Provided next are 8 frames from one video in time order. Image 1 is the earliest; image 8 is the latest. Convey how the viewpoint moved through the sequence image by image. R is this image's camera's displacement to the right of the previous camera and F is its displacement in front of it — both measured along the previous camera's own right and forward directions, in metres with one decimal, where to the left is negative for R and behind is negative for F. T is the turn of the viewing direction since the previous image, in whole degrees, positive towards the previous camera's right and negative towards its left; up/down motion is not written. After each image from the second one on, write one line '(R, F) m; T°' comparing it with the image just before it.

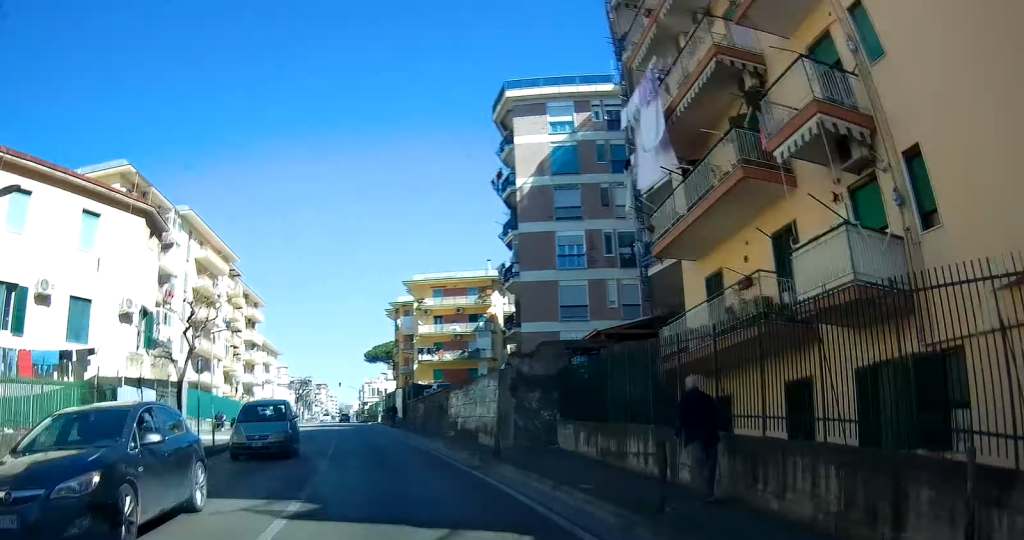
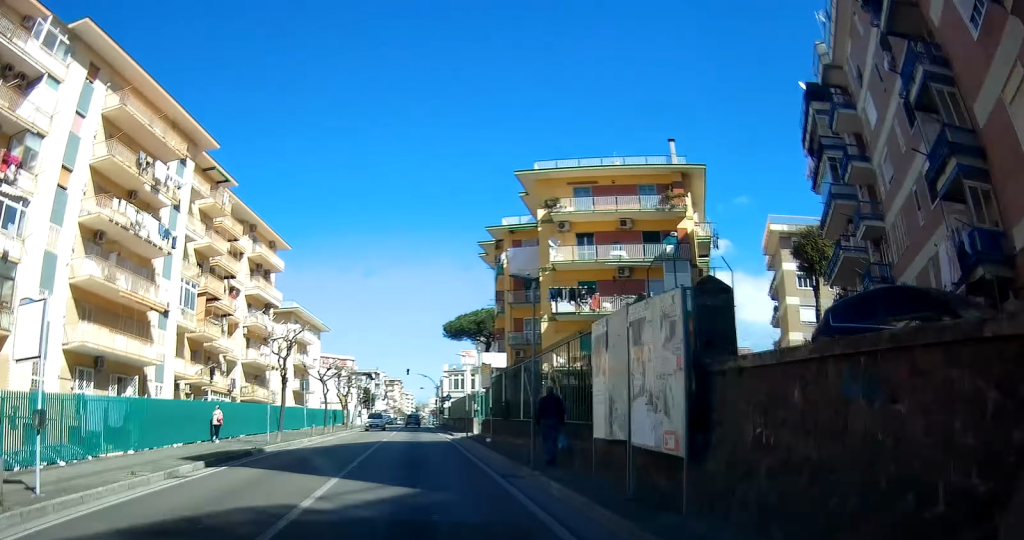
(-1.5, +33.2) m; -4°
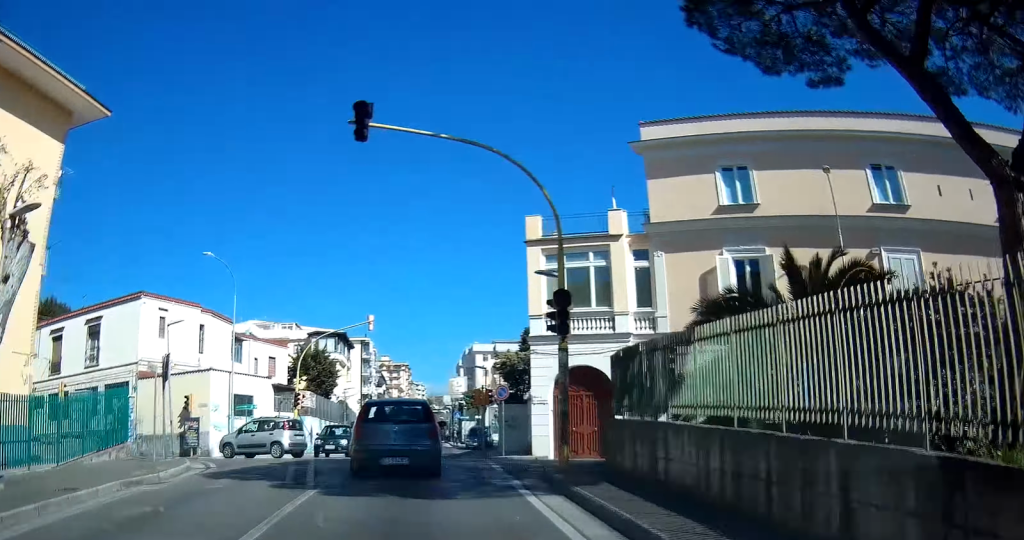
(-3.3, +61.0) m; -8°
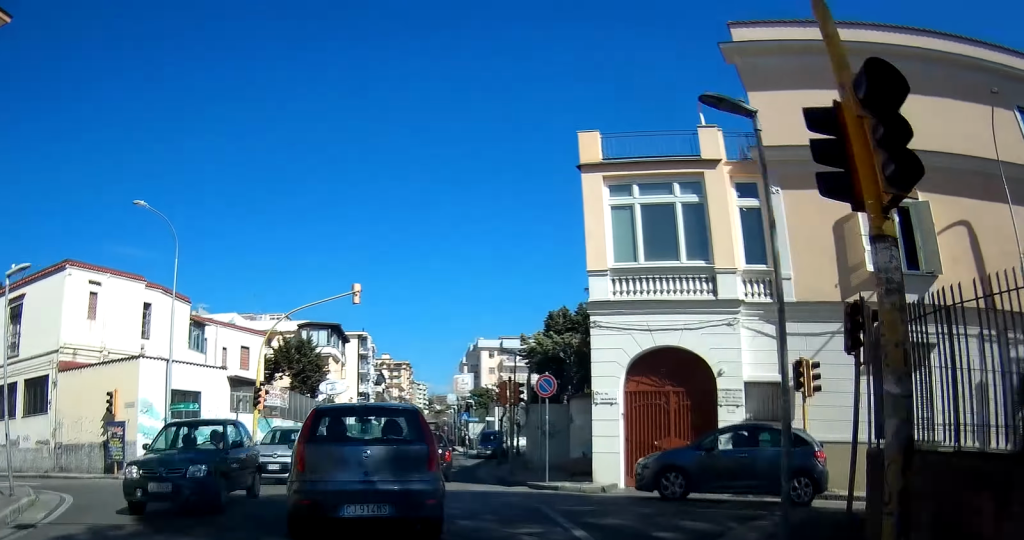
(+0.1, +13.2) m; -4°
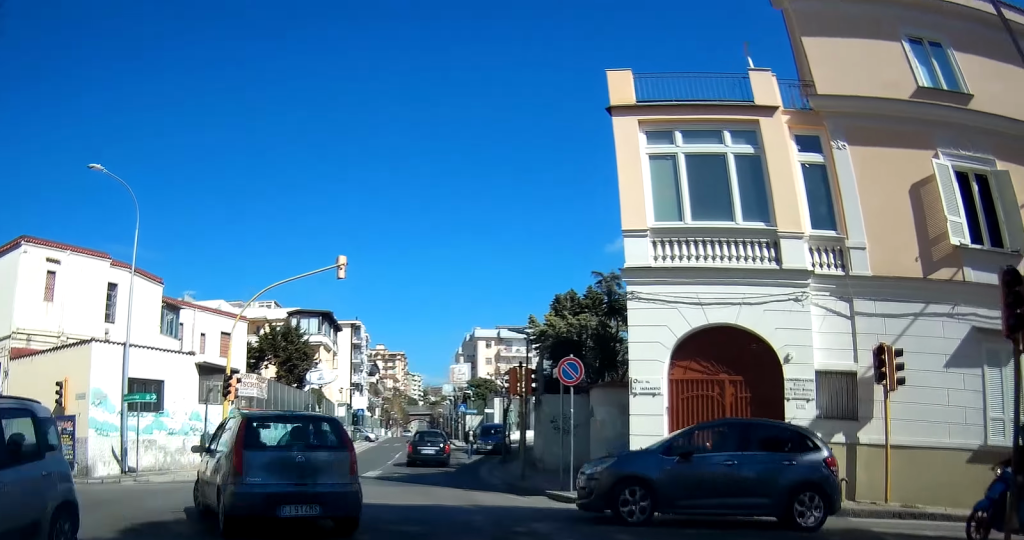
(-0.7, +7.3) m; +1°
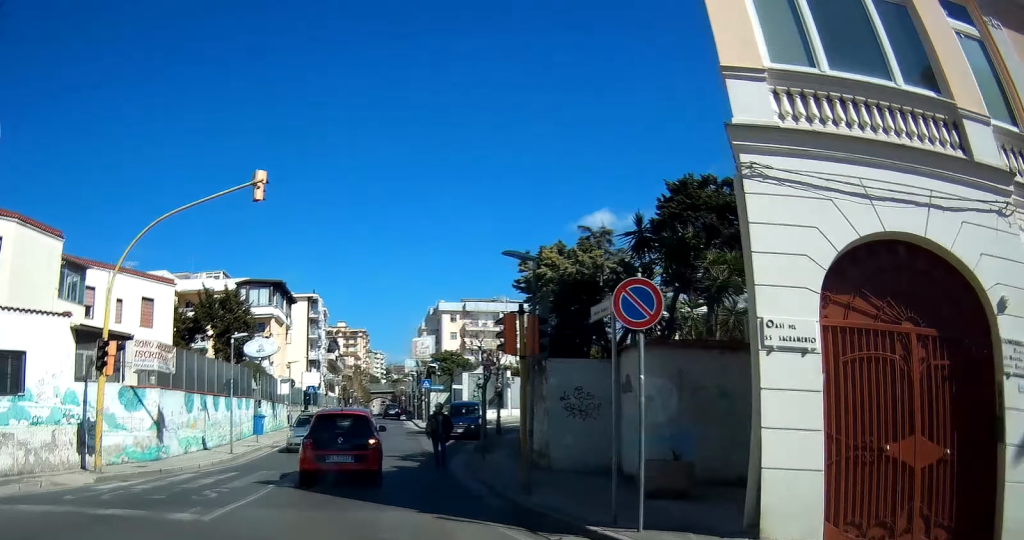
(+1.7, +26.7) m; +10°
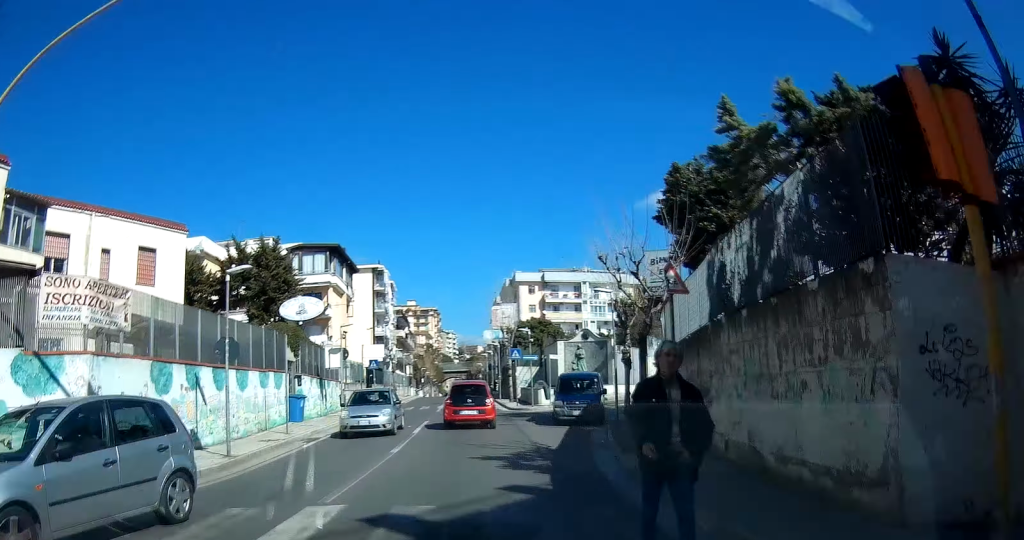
(+0.1, +12.3) m; 0°
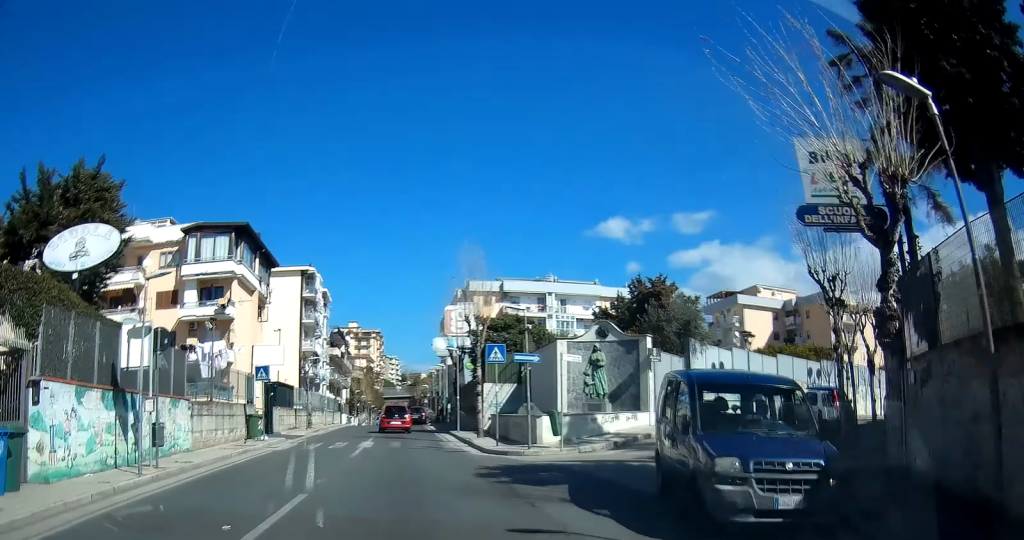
(+0.1, +18.4) m; 0°
